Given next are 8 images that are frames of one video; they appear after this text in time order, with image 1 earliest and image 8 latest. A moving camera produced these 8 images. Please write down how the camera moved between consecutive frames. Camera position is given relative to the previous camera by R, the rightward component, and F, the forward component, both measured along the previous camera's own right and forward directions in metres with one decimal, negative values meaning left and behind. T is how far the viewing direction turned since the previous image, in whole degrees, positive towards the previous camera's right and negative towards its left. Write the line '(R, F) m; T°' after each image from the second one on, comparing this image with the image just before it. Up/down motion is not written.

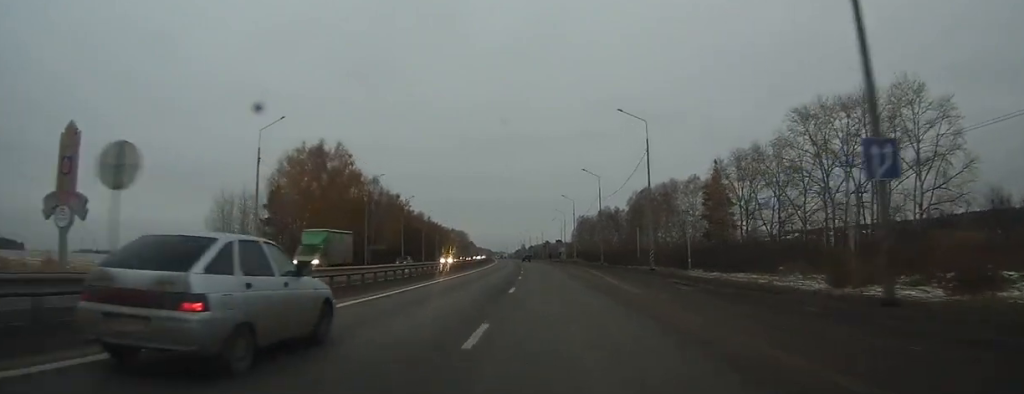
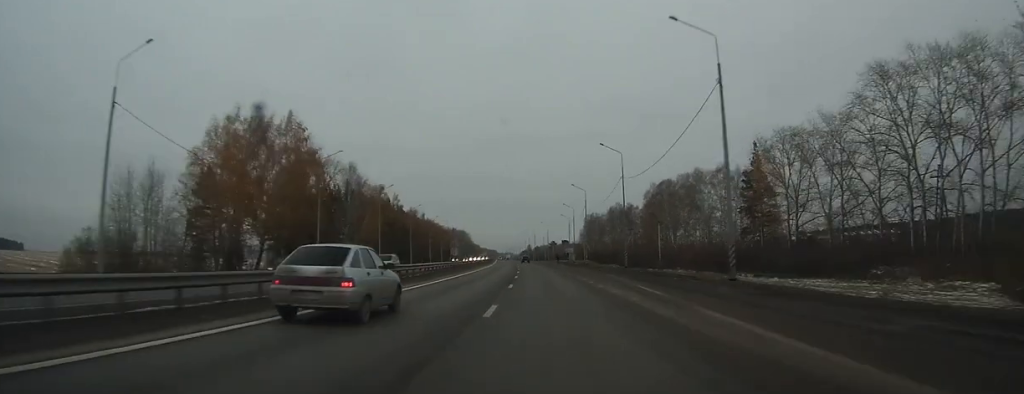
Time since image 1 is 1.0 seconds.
(0.0, +19.9) m; -1°
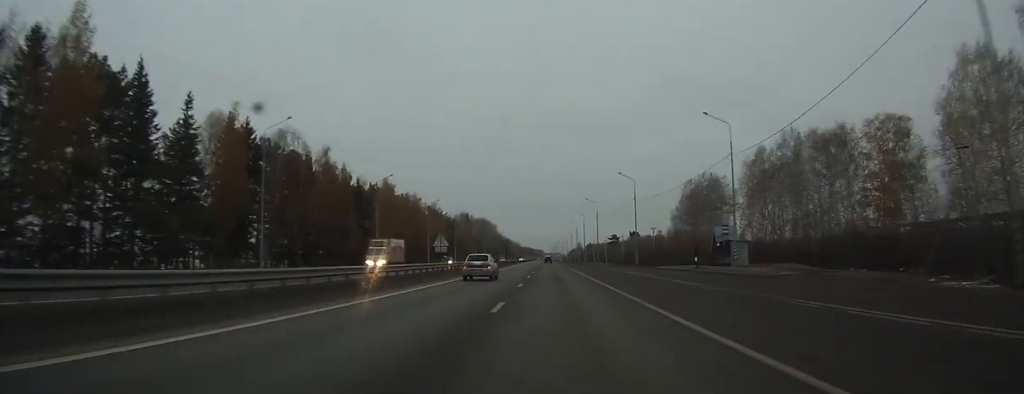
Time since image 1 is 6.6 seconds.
(-5.8, +117.2) m; -5°
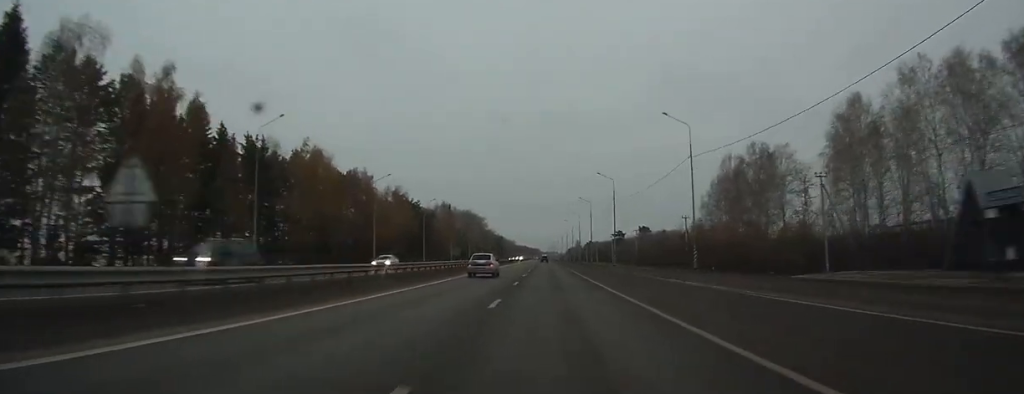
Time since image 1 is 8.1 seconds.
(-0.1, +34.5) m; 0°
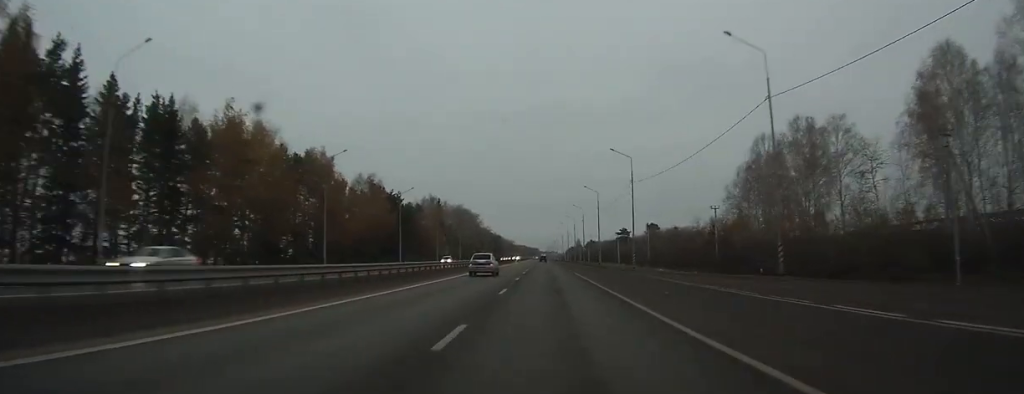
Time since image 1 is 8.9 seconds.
(0.0, +18.5) m; 0°
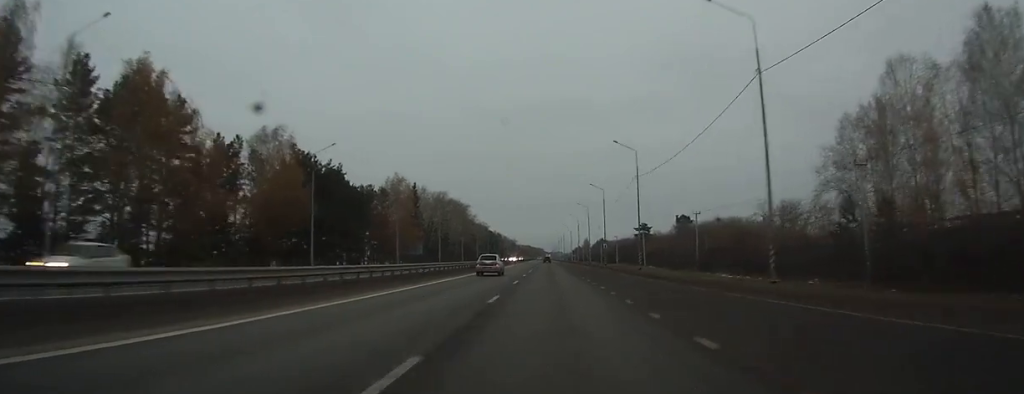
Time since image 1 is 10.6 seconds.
(-0.2, +39.4) m; 0°
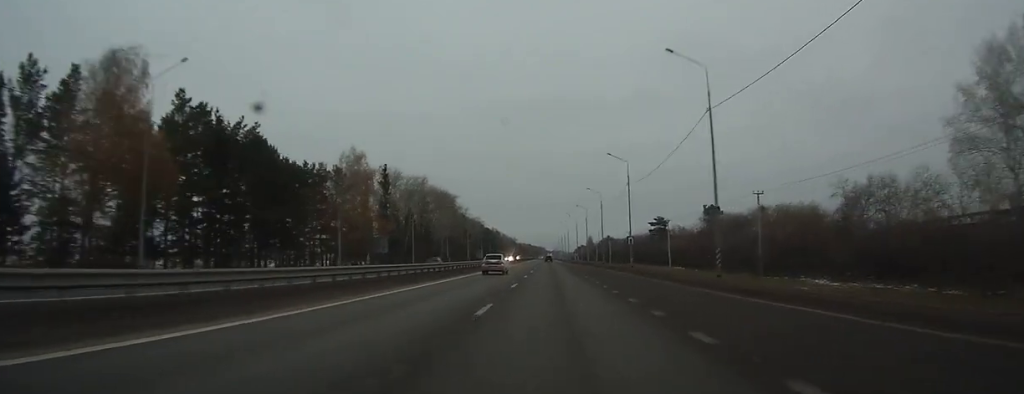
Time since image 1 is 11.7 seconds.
(-0.1, +27.3) m; 0°
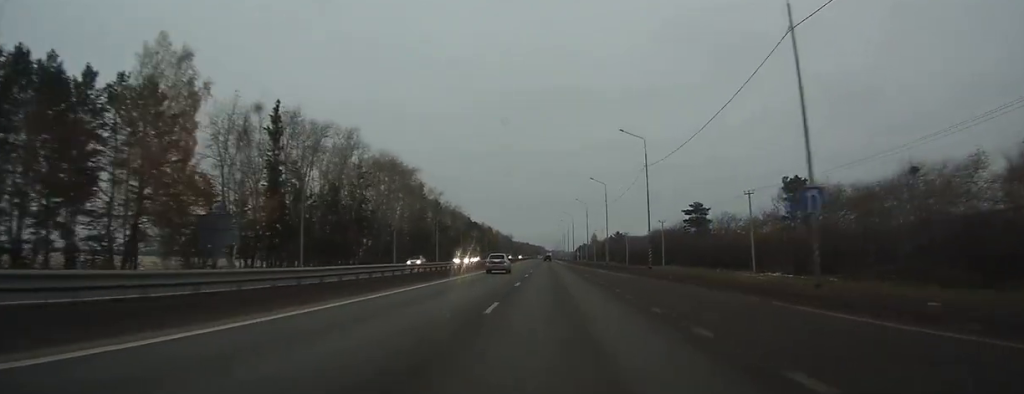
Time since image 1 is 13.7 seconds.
(0.0, +47.7) m; 0°
